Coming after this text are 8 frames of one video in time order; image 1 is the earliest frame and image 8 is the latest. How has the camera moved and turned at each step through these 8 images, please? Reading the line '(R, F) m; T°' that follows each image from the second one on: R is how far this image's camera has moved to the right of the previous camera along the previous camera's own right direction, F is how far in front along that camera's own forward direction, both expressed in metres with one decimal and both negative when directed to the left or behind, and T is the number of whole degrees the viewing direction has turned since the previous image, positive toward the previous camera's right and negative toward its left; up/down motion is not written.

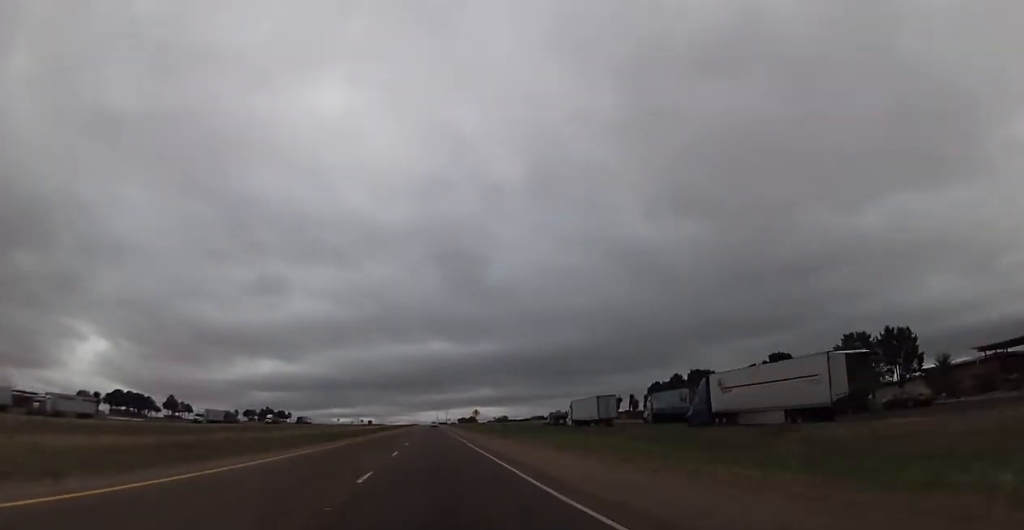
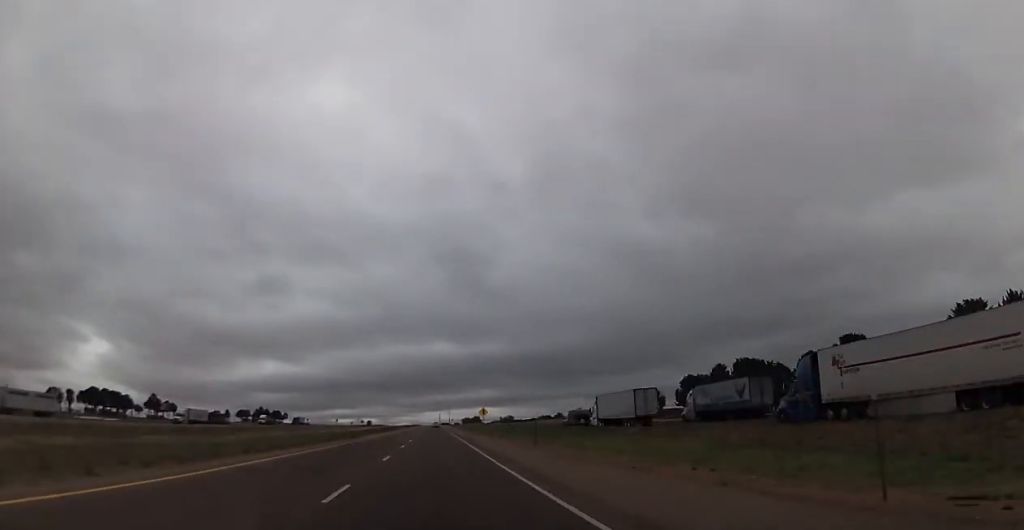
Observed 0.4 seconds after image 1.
(-0.1, +15.8) m; 0°
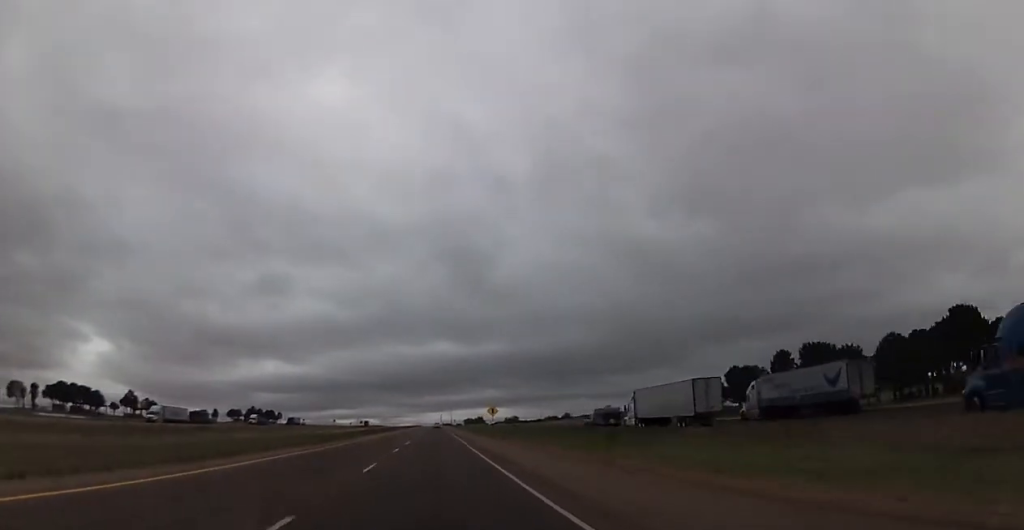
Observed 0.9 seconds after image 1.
(-0.3, +17.0) m; 0°
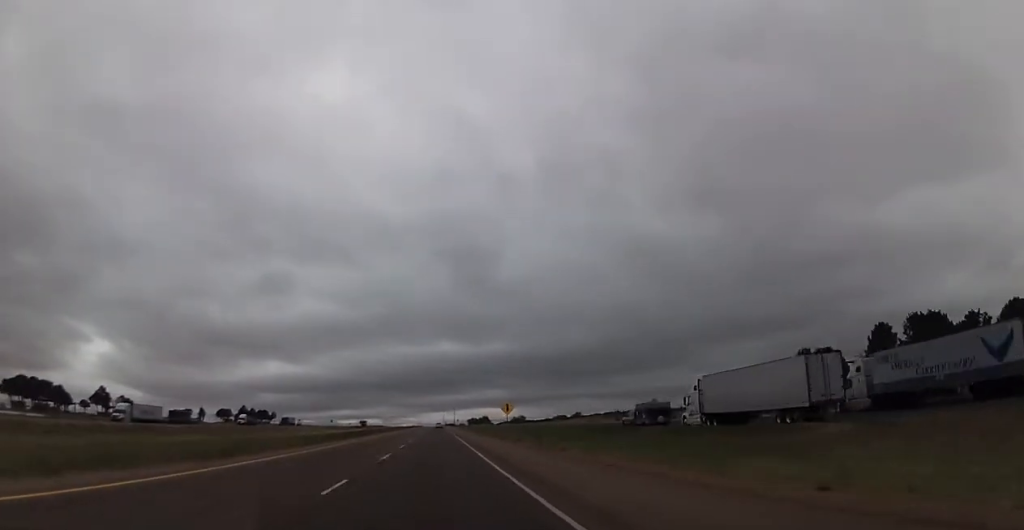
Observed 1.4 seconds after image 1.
(-0.1, +18.2) m; 0°
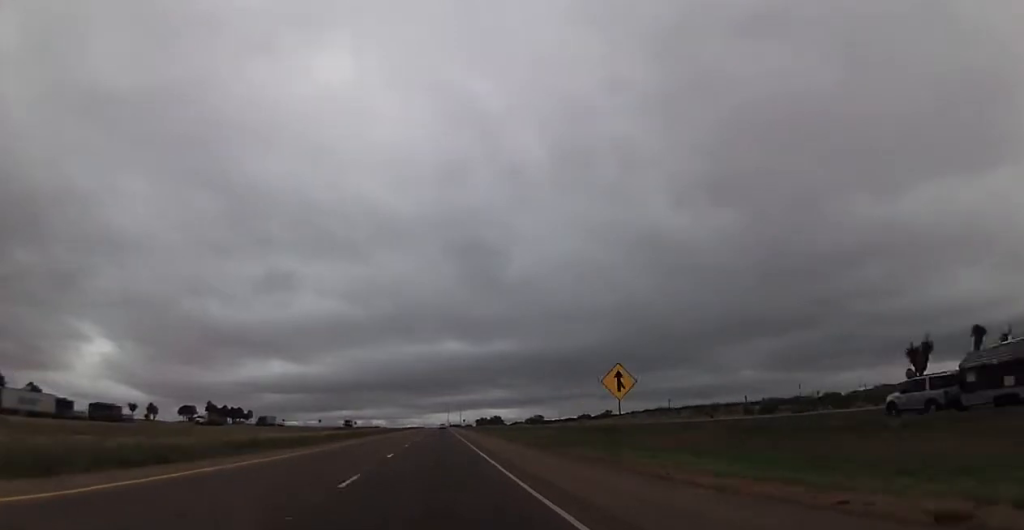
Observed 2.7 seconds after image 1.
(+0.2, +47.5) m; -1°
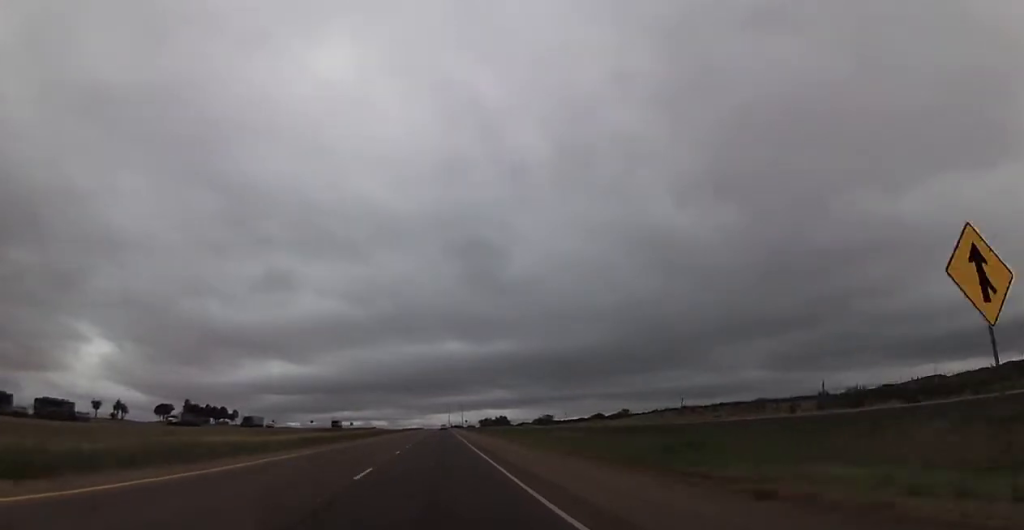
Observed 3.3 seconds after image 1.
(-0.2, +22.0) m; -1°
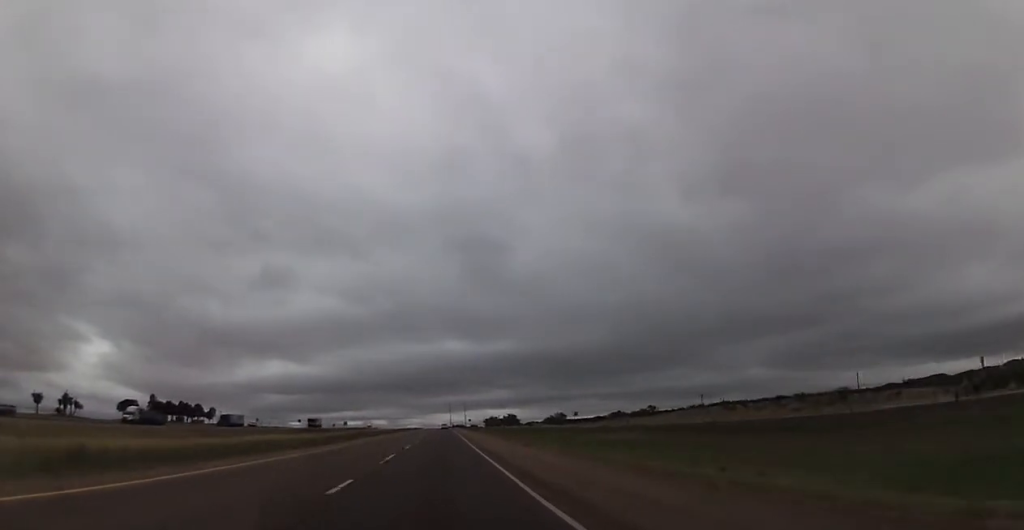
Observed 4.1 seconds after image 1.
(0.0, +27.9) m; 0°
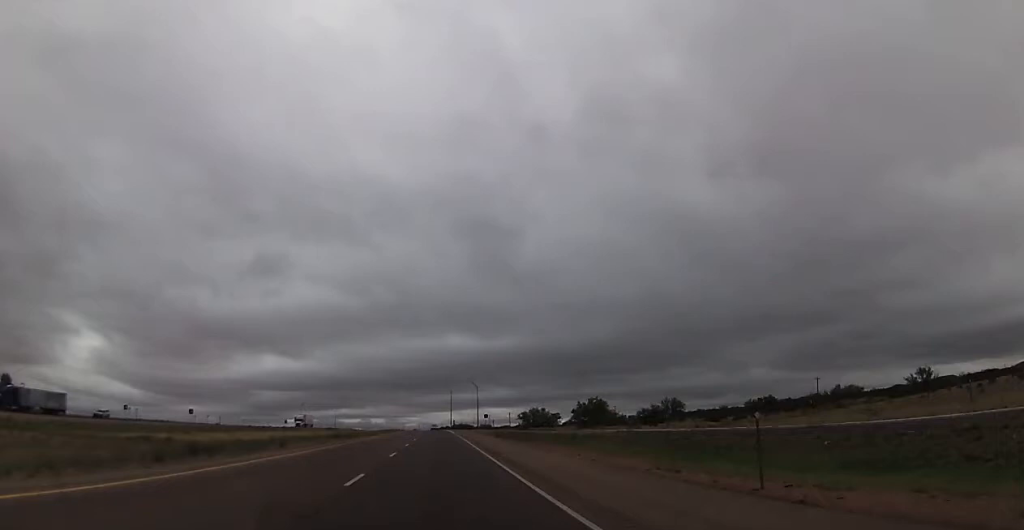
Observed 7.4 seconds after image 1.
(+0.1, +119.5) m; +1°
